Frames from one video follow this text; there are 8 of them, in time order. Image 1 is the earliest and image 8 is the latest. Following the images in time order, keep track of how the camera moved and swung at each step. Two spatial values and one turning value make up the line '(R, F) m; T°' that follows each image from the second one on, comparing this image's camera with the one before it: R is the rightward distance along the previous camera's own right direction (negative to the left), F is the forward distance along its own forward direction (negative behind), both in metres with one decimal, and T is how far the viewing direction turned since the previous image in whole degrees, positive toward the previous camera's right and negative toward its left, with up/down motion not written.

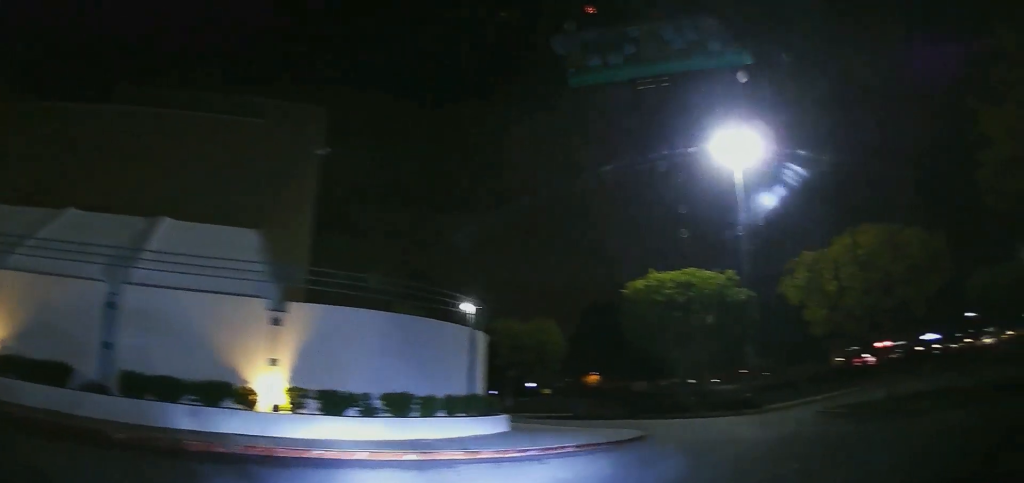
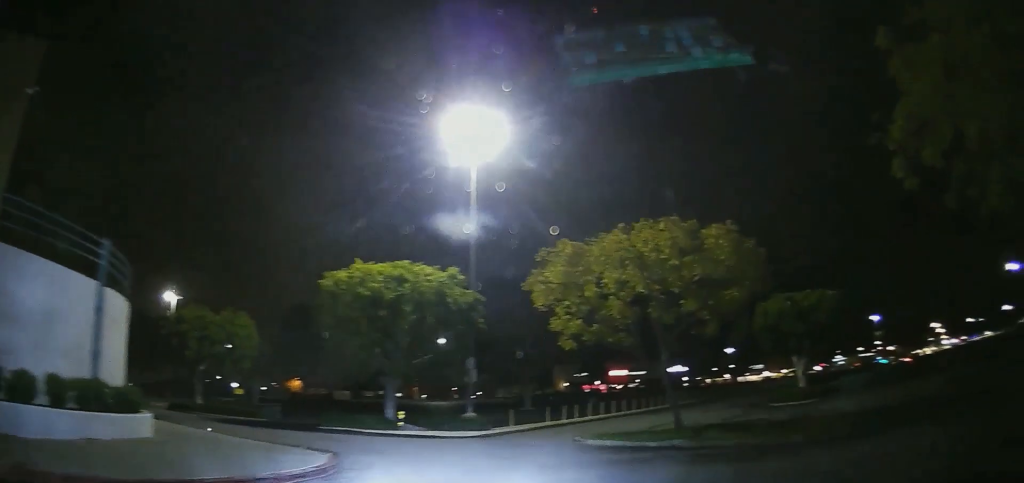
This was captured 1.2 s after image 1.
(+1.5, +5.0) m; +16°
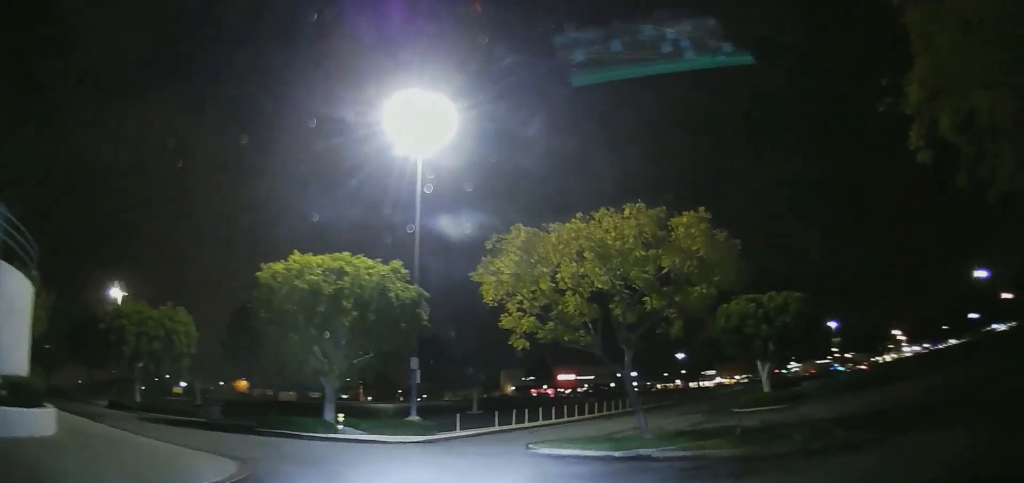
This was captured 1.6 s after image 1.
(0.0, +1.9) m; 0°
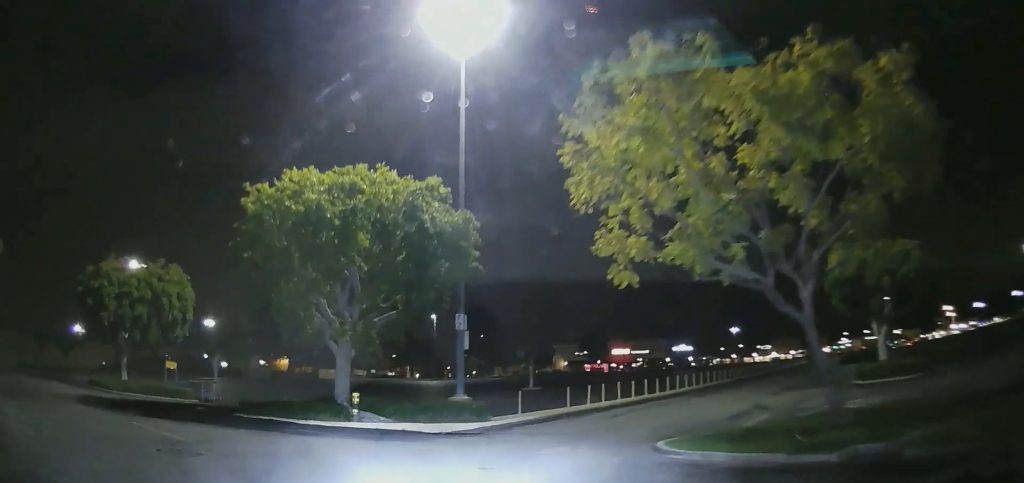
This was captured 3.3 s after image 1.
(+0.1, +7.4) m; +6°
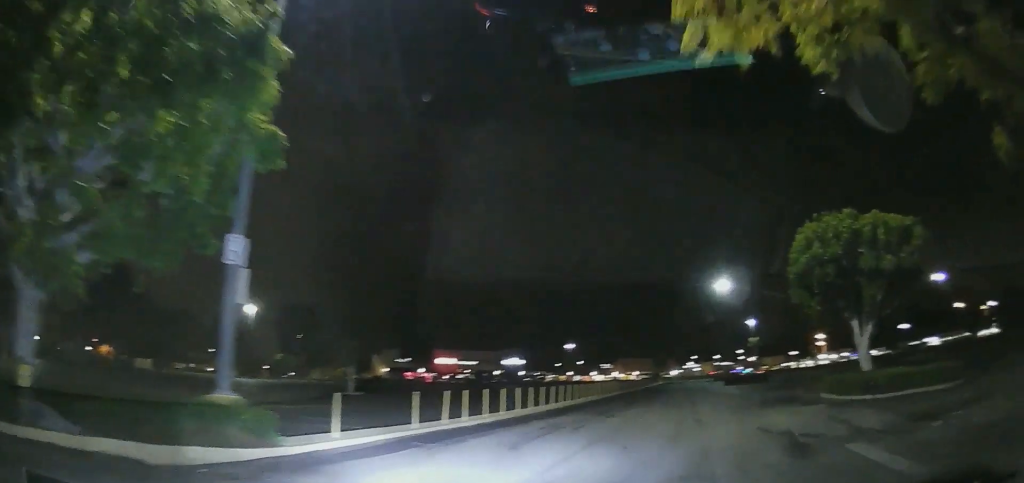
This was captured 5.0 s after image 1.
(+1.0, +10.0) m; +13°
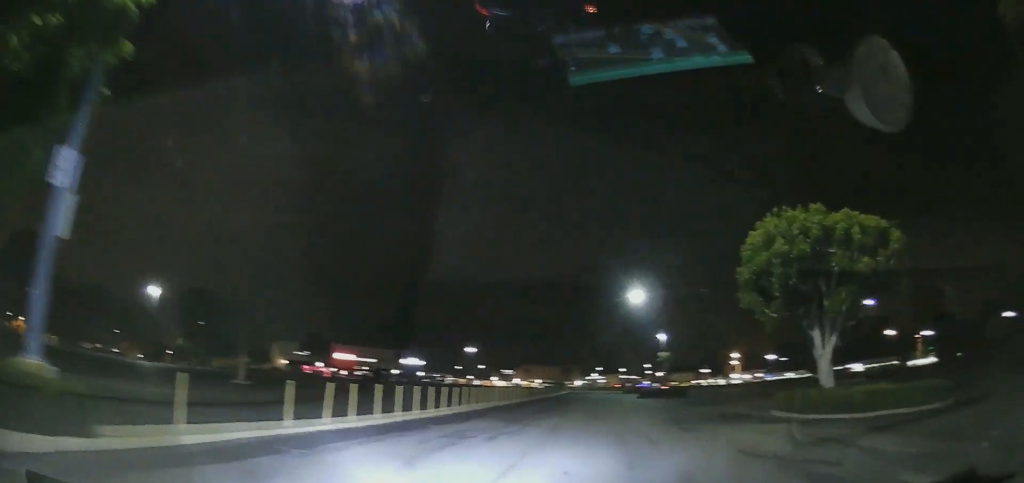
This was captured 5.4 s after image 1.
(-0.3, +2.9) m; +5°
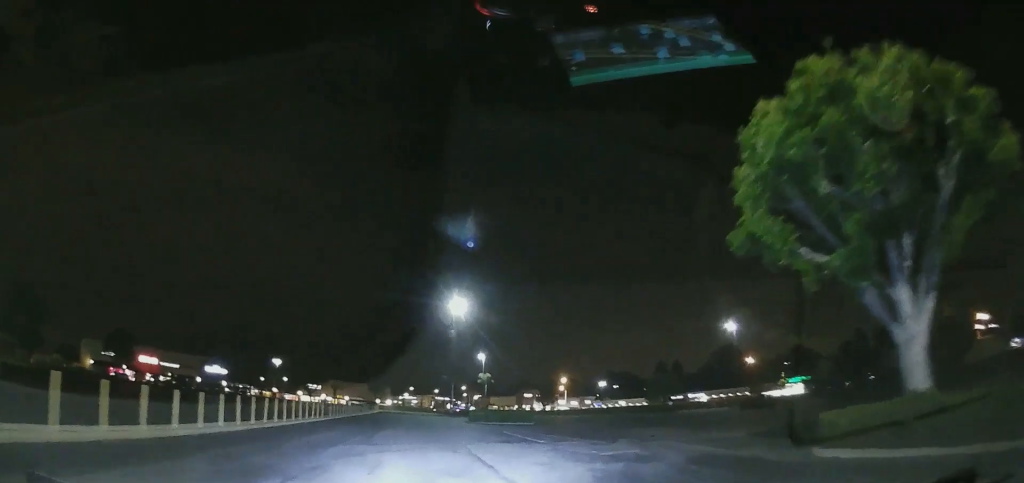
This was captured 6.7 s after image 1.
(+2.3, +10.3) m; +20°
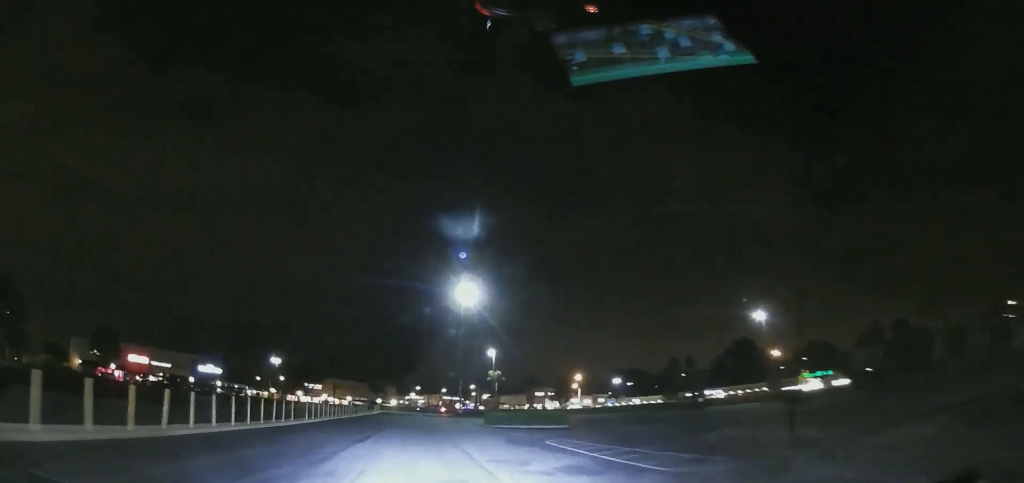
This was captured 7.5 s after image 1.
(+0.9, +8.7) m; +2°
